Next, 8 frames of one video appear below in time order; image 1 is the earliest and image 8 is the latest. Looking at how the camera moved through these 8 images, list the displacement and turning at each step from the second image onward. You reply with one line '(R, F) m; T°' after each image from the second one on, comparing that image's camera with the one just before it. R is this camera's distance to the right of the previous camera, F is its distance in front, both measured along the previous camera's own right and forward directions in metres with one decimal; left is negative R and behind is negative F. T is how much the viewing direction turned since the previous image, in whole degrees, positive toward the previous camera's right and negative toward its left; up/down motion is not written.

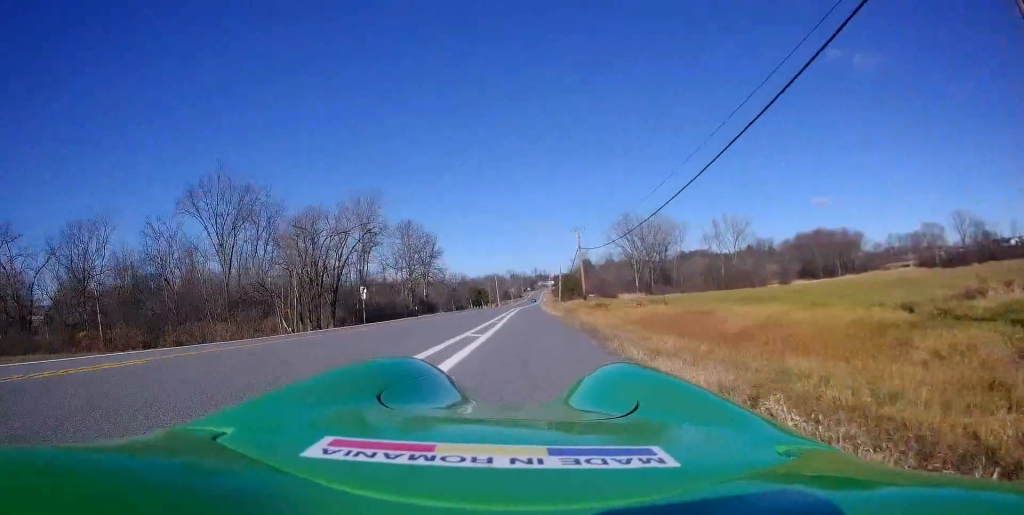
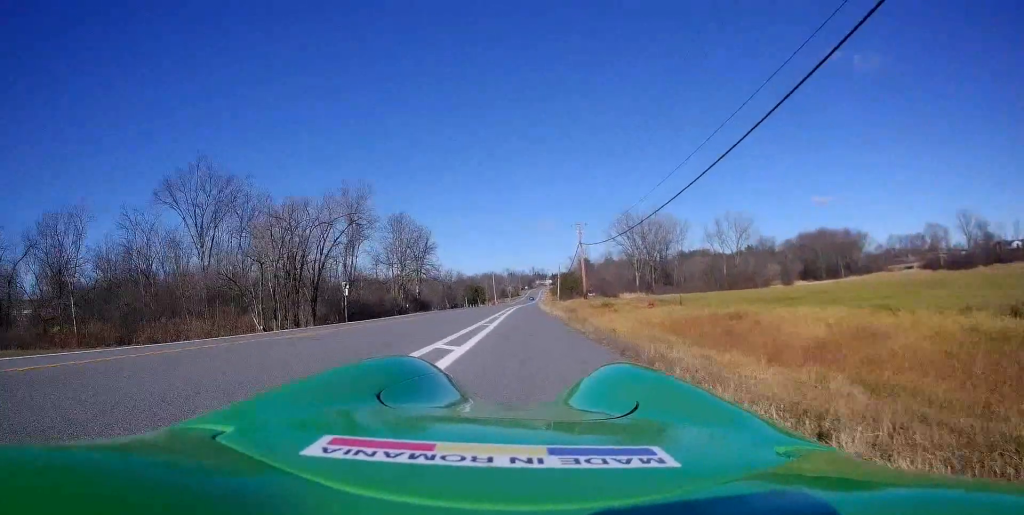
(+0.2, +4.3) m; -1°
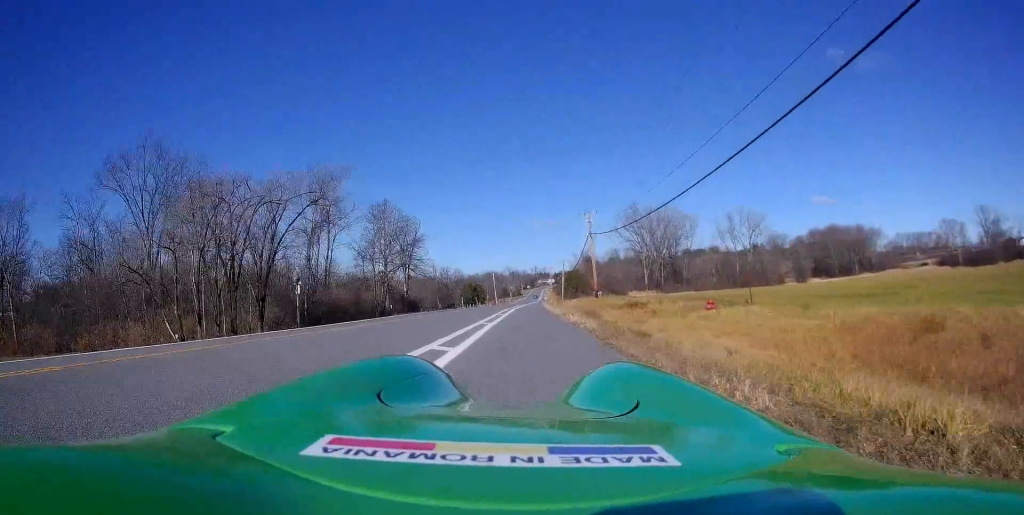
(-0.7, +9.6) m; -1°
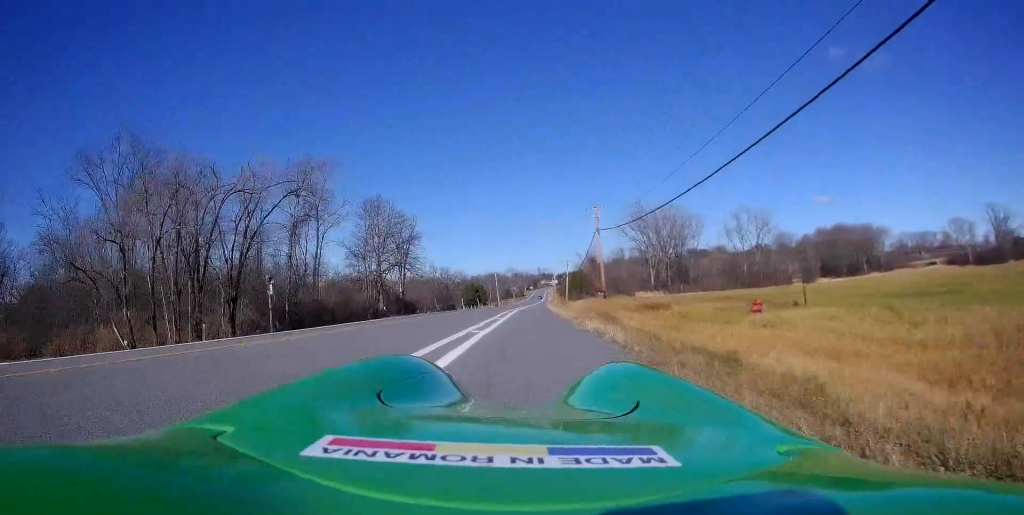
(+0.1, +4.5) m; +1°
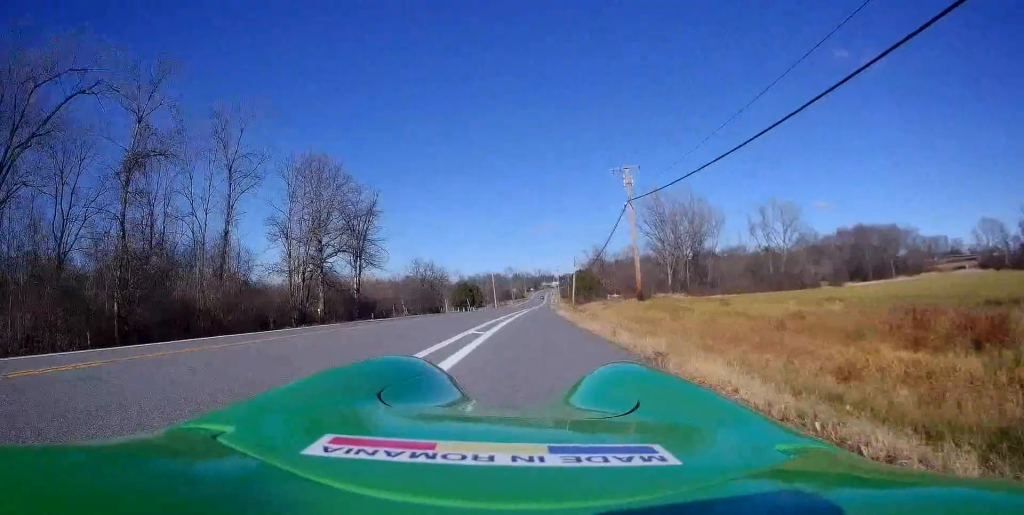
(+0.6, +19.1) m; +1°
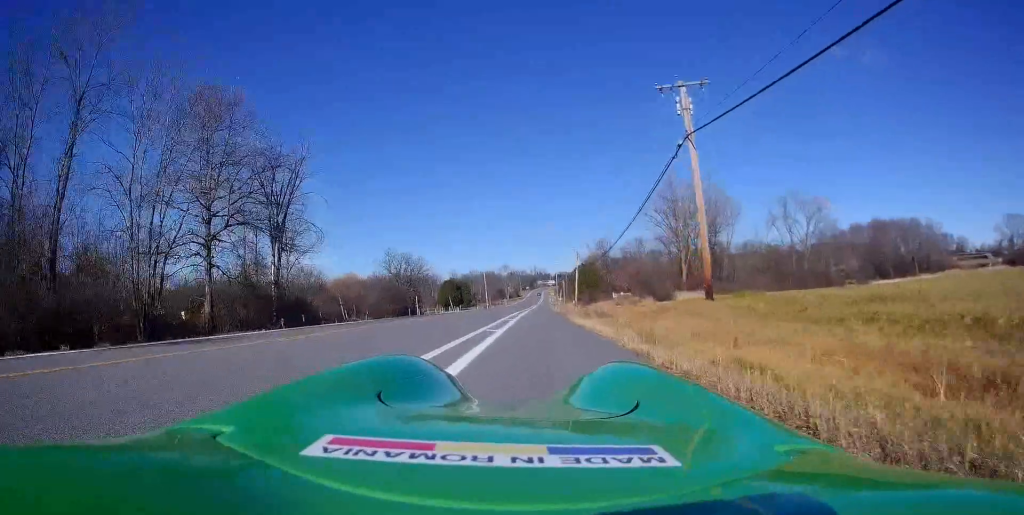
(-0.5, +16.9) m; -2°
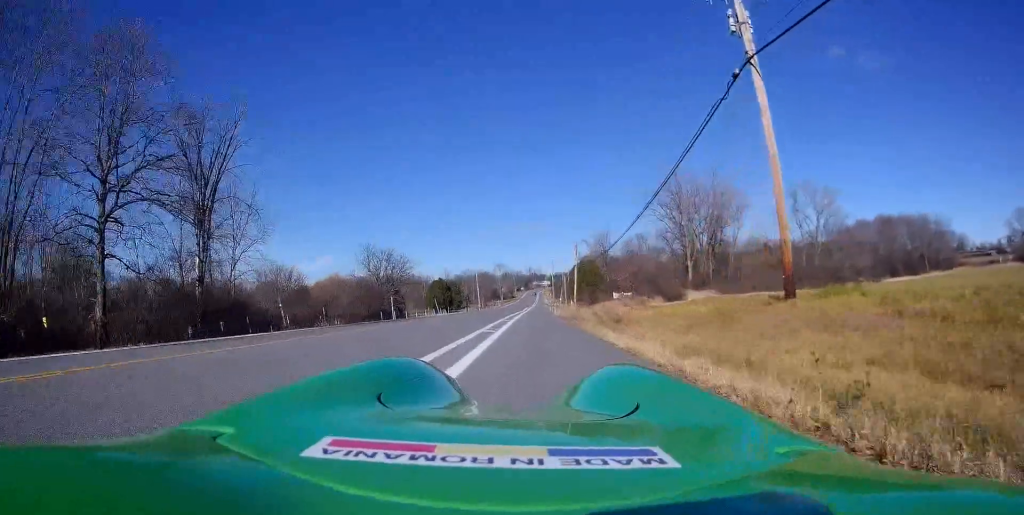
(0.0, +8.3) m; +1°
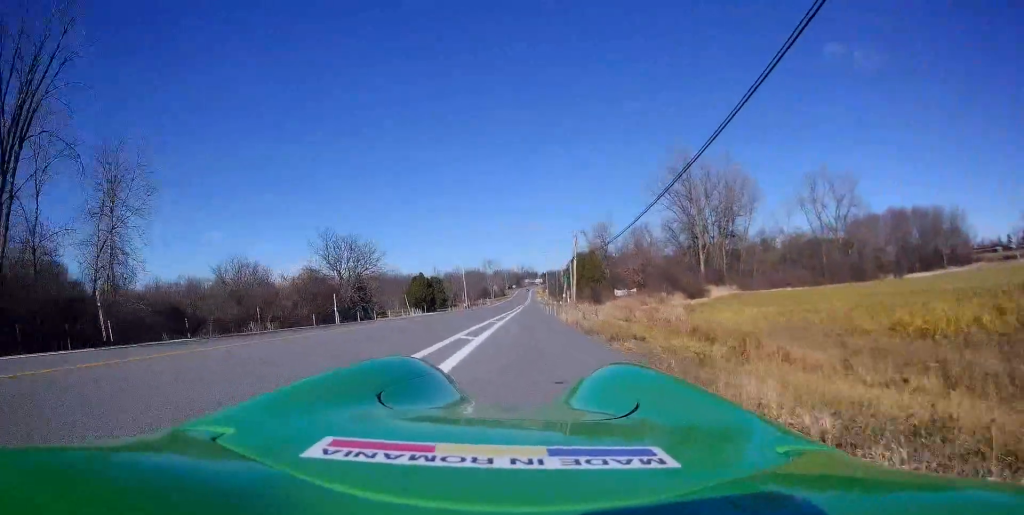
(+0.5, +12.9) m; +2°
